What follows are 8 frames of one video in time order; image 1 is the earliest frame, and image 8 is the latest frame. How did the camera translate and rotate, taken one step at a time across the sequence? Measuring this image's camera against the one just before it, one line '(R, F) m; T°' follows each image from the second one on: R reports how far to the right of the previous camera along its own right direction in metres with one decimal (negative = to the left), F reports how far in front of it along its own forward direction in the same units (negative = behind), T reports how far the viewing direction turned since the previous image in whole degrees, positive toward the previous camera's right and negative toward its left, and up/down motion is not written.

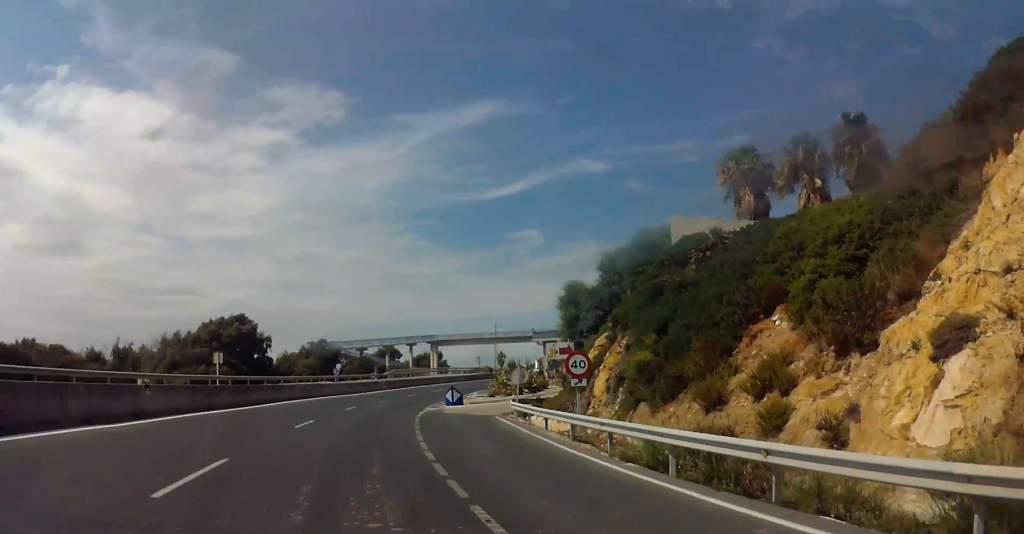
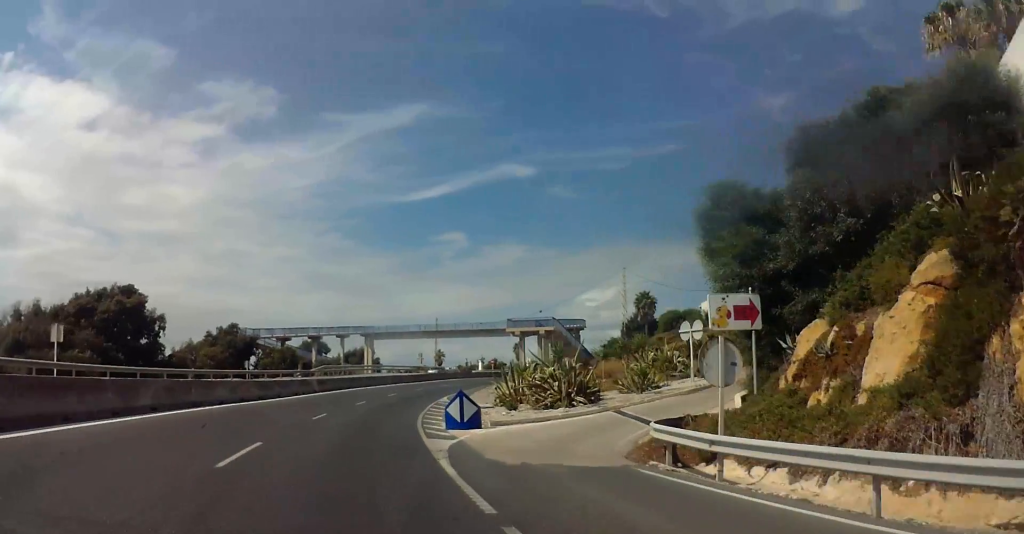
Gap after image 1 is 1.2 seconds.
(+0.5, +22.4) m; +4°
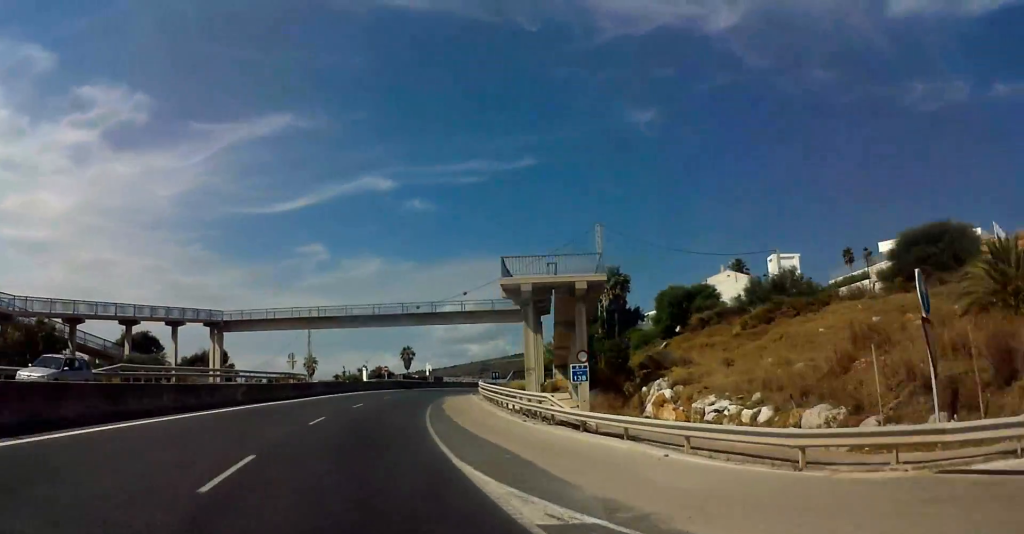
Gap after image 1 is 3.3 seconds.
(+7.4, +38.0) m; +19°
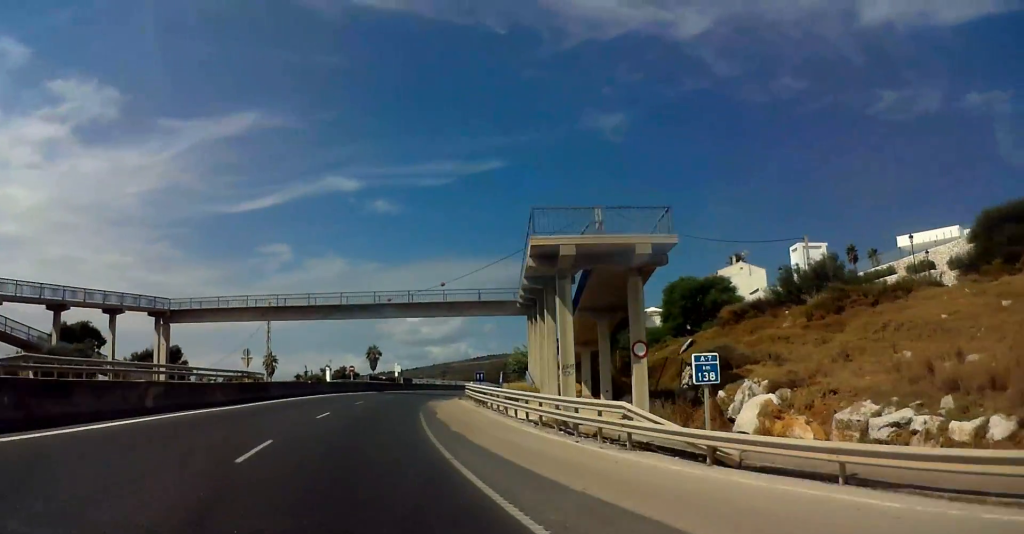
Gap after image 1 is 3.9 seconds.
(0.0, +10.2) m; +1°
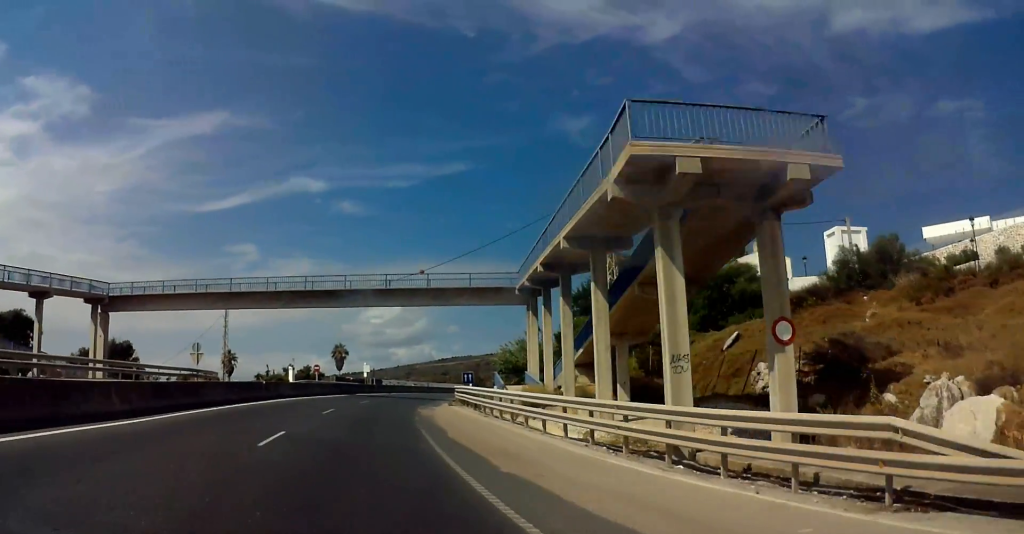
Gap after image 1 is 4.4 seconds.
(+0.1, +9.5) m; +2°
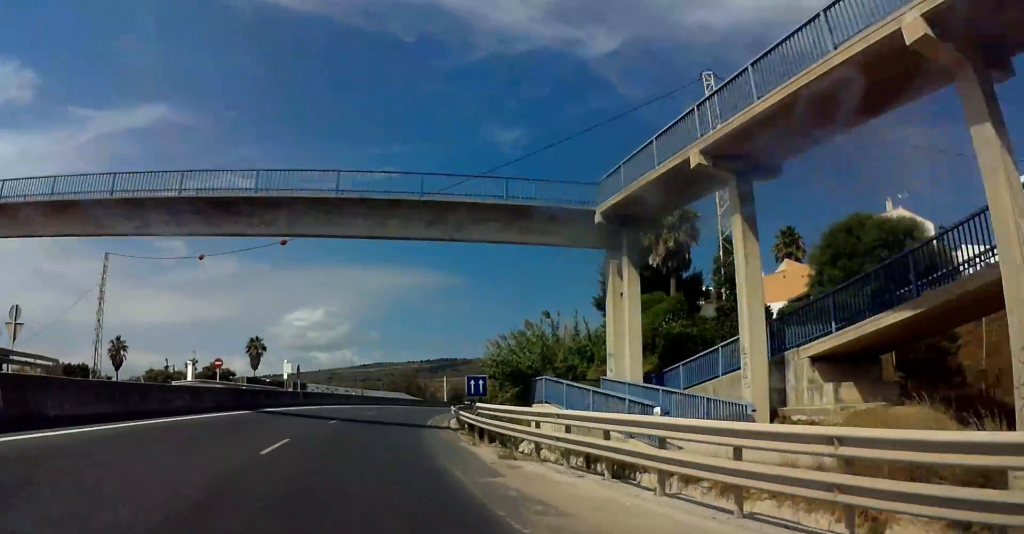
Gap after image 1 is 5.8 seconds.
(+1.7, +25.2) m; +7°
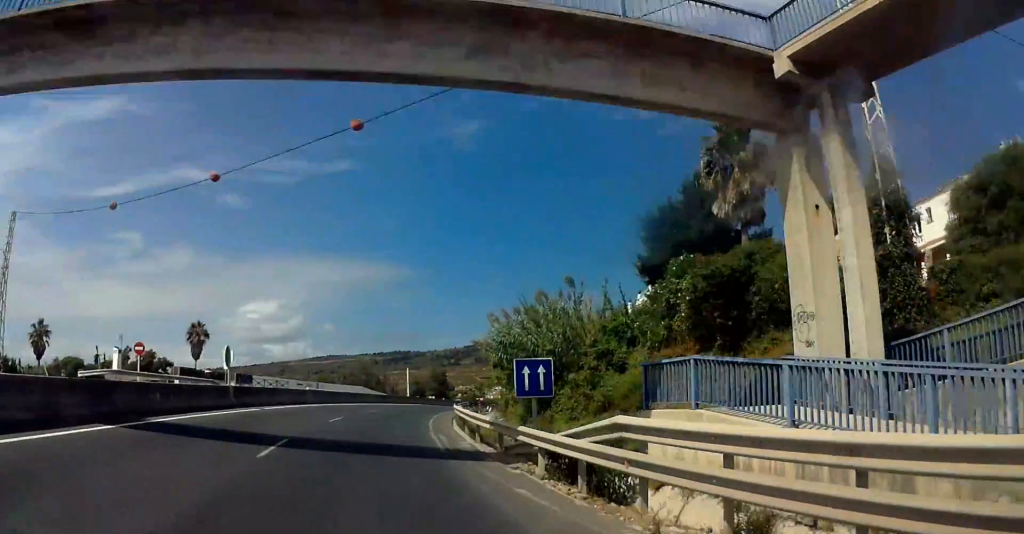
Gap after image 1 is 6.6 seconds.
(+0.5, +13.6) m; +2°
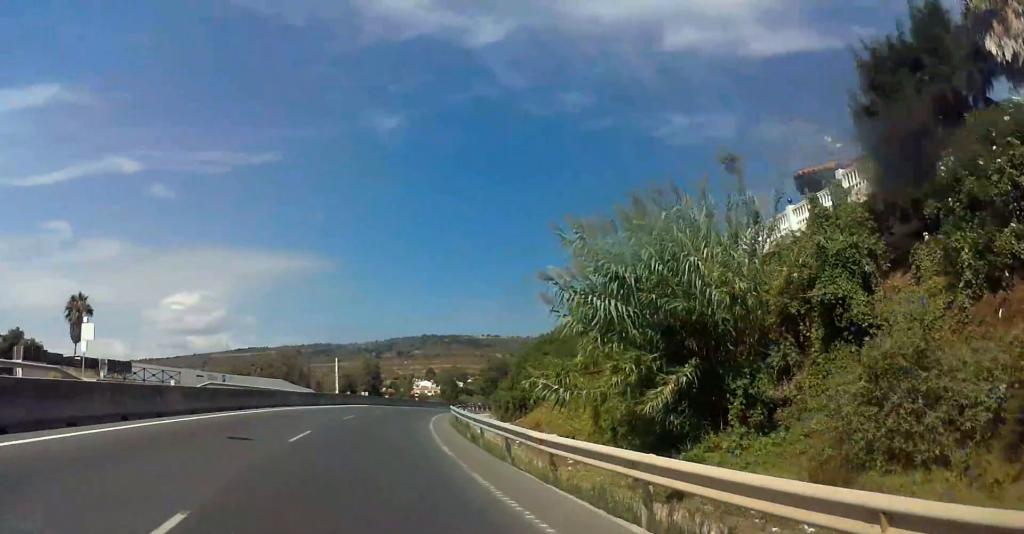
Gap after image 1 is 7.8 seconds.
(+0.3, +21.2) m; +5°
